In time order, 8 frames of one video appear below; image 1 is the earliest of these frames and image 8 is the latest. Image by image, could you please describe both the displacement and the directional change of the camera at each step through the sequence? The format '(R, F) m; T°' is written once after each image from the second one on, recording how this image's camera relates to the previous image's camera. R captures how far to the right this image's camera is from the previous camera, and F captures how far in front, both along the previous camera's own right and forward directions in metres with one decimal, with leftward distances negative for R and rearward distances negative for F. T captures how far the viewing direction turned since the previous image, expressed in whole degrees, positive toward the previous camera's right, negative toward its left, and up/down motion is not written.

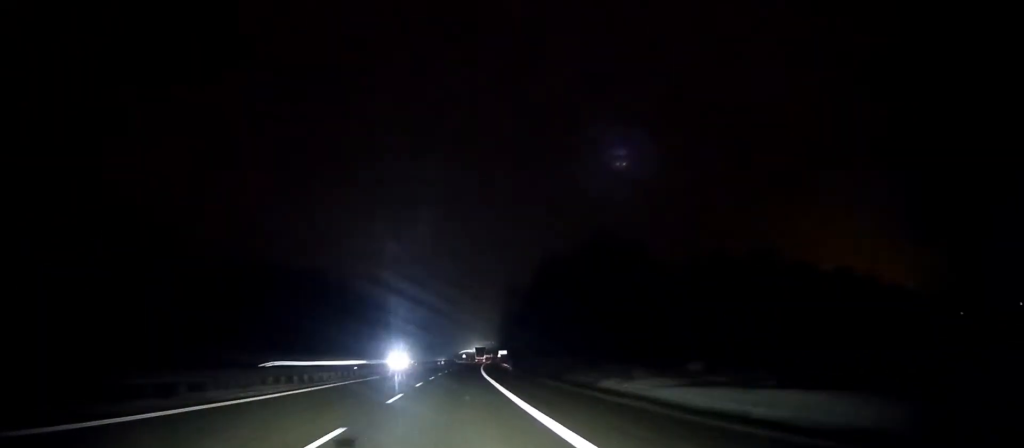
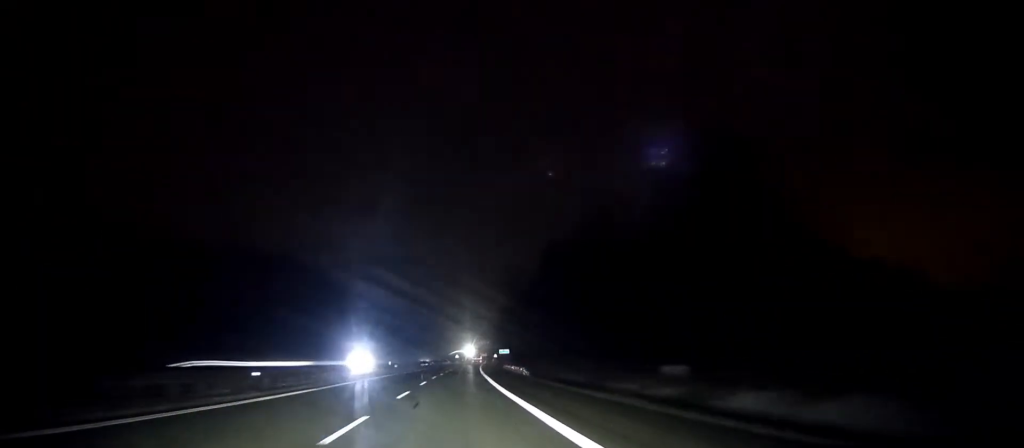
(-0.3, +20.8) m; 0°
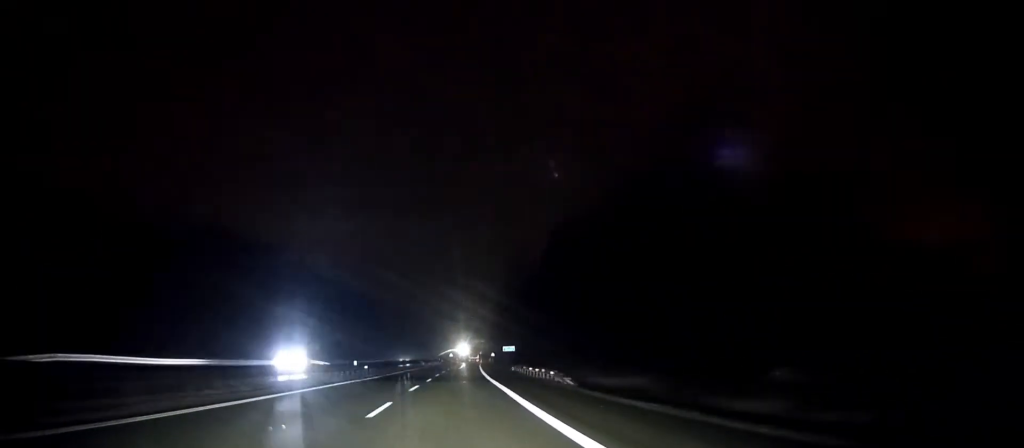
(+0.1, +18.9) m; +1°
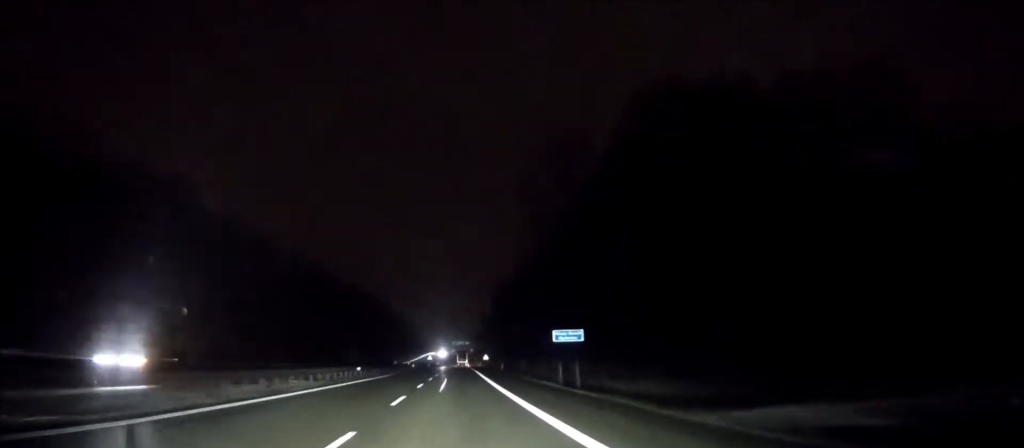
(+1.4, +53.8) m; +2°
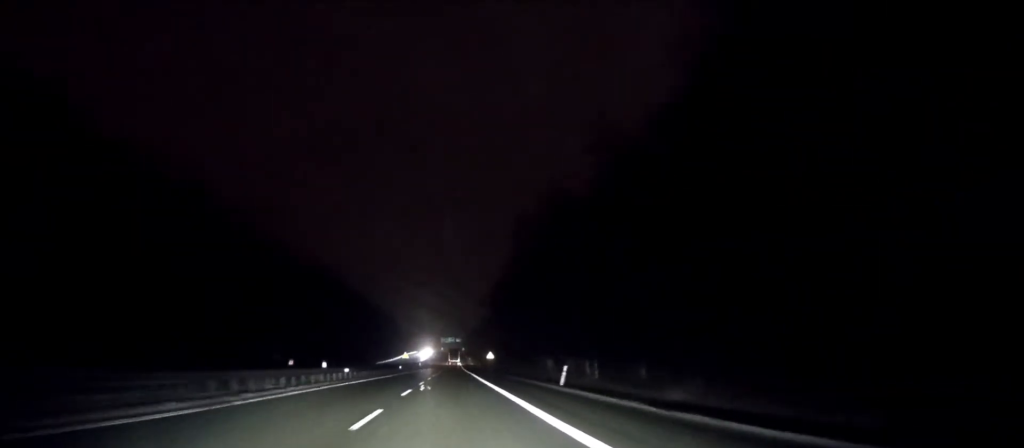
(+0.8, +52.8) m; +2°
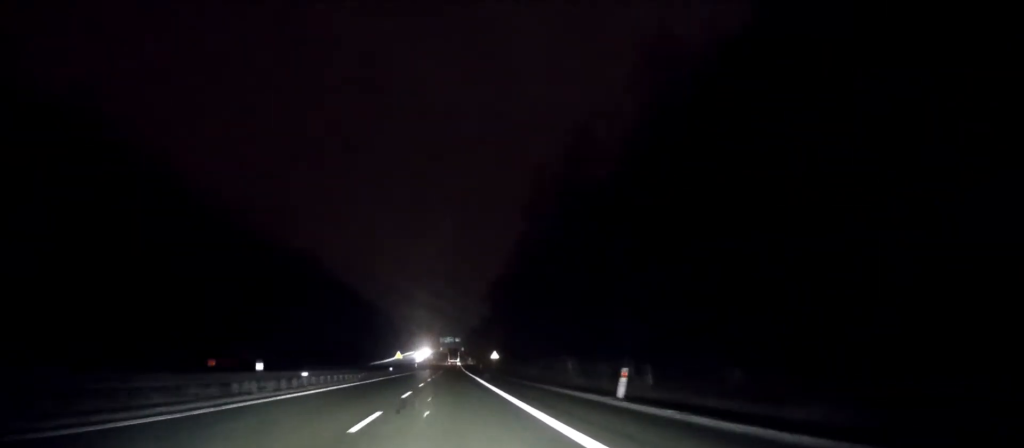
(0.0, +11.7) m; 0°
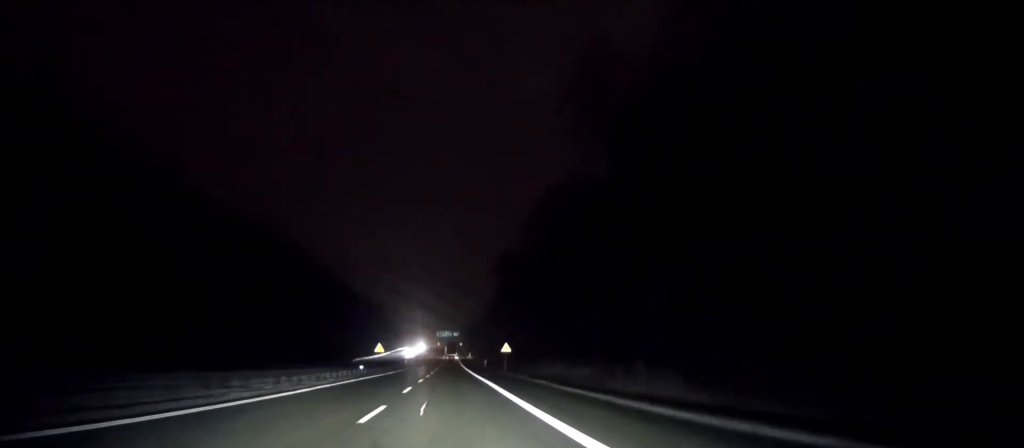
(+0.1, +20.8) m; 0°
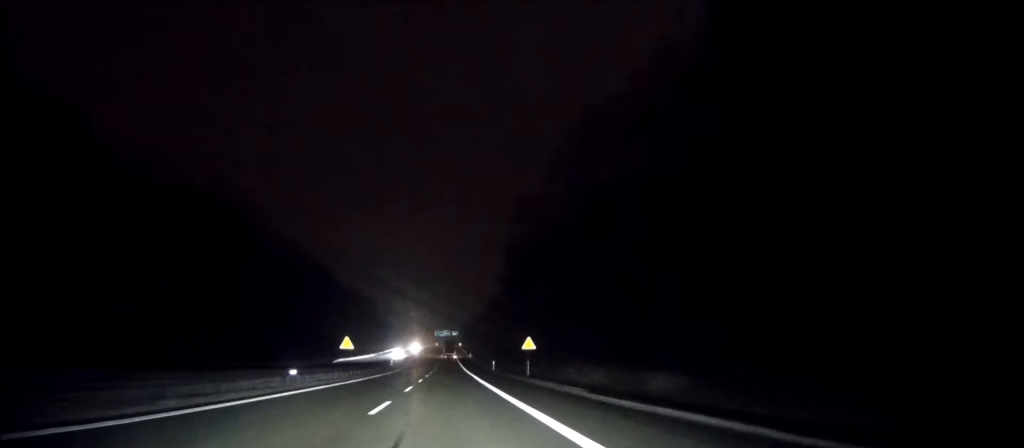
(0.0, +20.9) m; 0°
